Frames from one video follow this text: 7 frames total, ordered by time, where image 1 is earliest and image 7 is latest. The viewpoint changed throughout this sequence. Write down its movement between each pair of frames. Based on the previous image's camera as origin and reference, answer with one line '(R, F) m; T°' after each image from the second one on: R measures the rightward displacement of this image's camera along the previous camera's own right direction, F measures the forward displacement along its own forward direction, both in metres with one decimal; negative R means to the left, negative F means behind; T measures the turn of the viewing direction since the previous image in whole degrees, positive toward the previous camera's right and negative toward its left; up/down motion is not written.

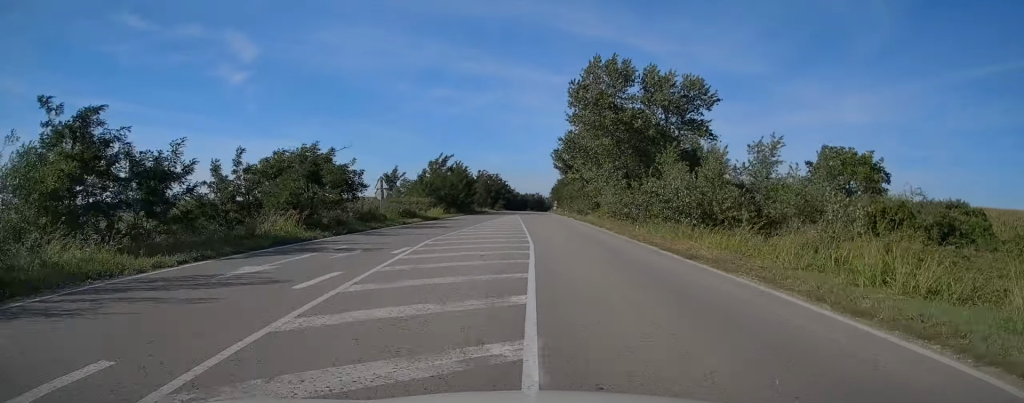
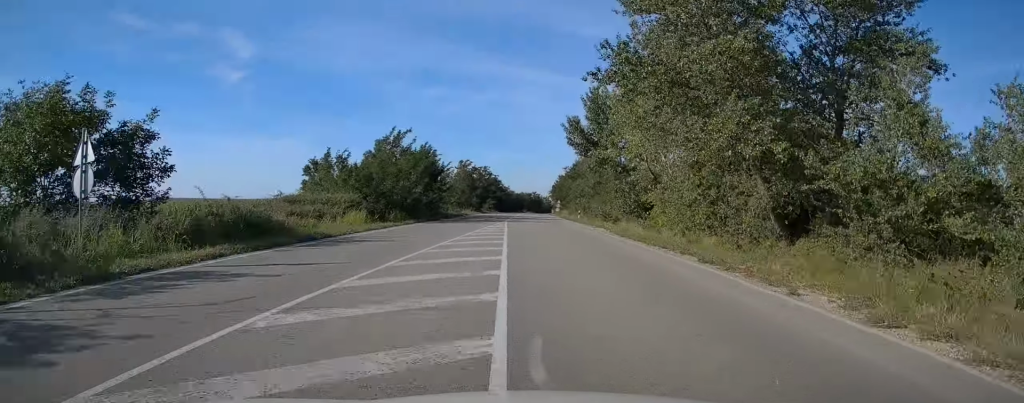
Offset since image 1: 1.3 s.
(-0.1, +25.3) m; 0°
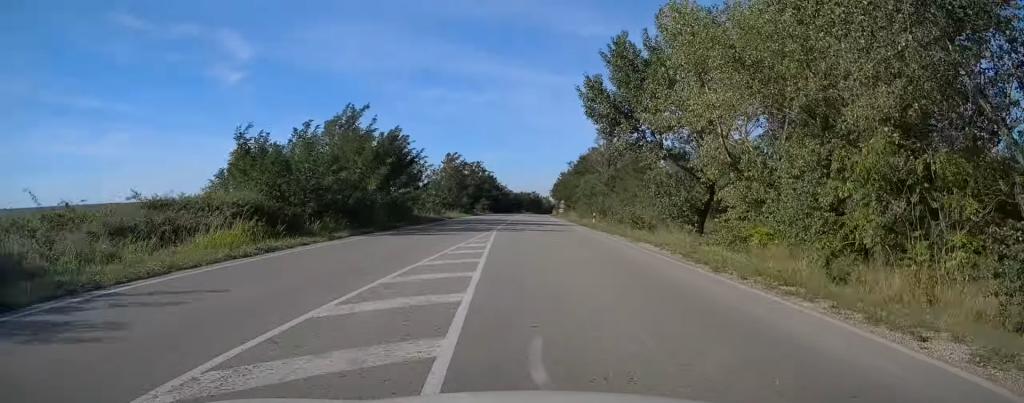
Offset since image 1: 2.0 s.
(0.0, +12.8) m; 0°
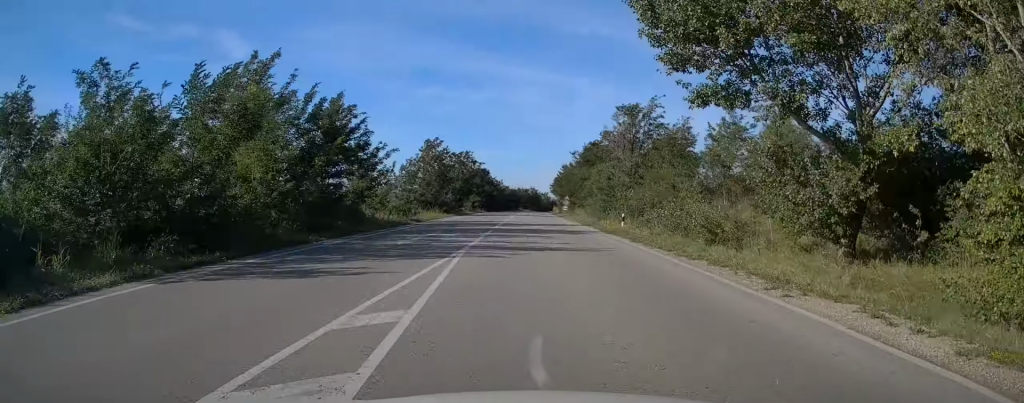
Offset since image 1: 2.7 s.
(0.0, +13.5) m; 0°
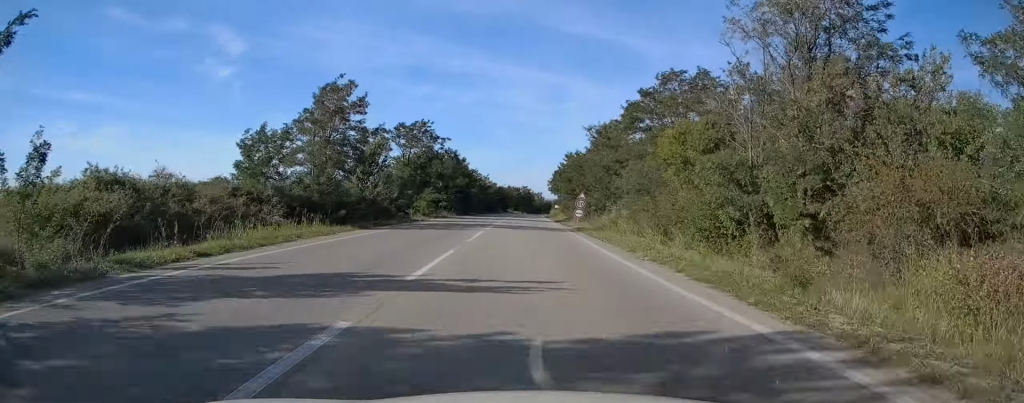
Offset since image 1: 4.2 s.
(+0.2, +28.5) m; +1°
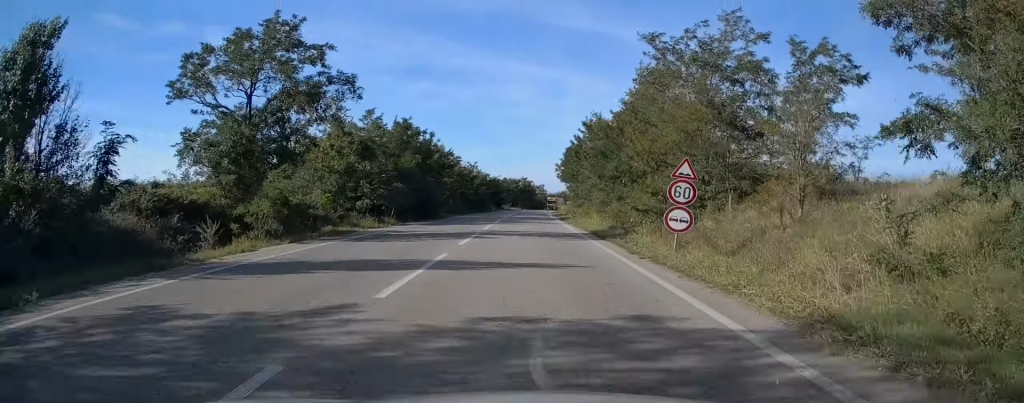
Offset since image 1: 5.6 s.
(+0.2, +28.7) m; 0°
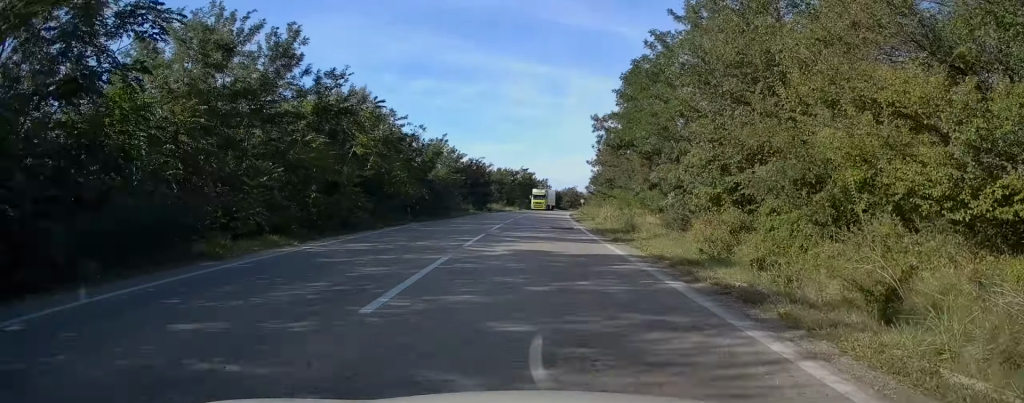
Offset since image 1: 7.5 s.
(-0.2, +37.2) m; 0°
